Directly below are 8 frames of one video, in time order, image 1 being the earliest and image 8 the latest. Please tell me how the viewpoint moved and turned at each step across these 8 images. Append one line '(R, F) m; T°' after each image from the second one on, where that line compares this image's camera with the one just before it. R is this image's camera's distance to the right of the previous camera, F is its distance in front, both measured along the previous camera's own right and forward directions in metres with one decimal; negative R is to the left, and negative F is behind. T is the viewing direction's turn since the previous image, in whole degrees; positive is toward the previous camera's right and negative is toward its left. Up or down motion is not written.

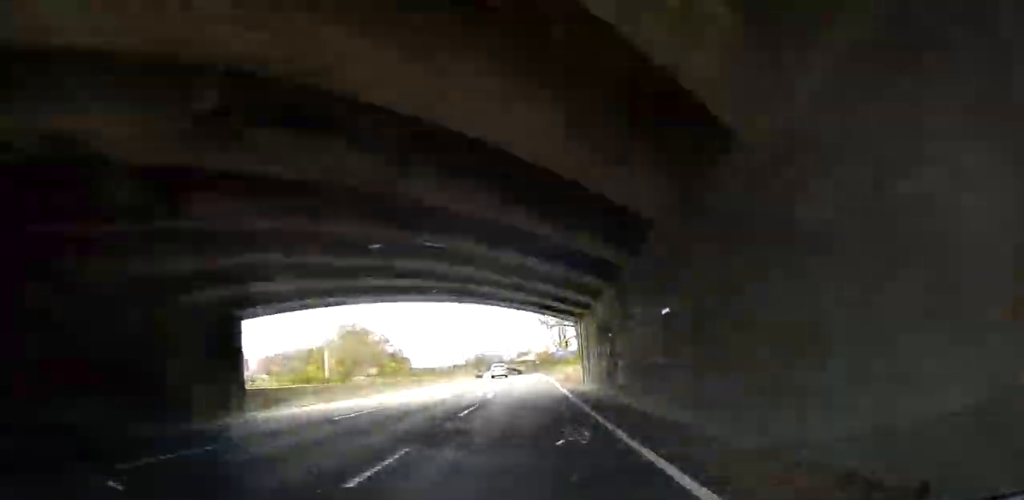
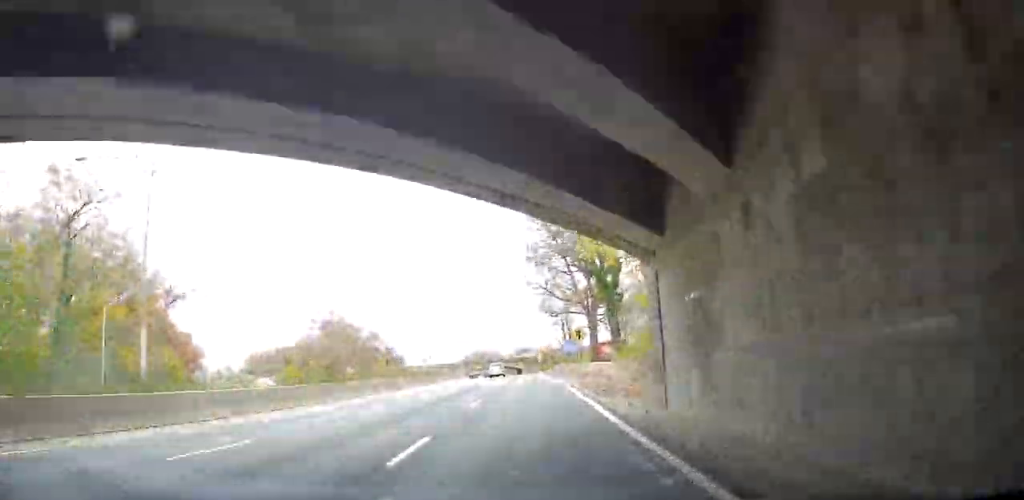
(-0.1, +18.9) m; 0°
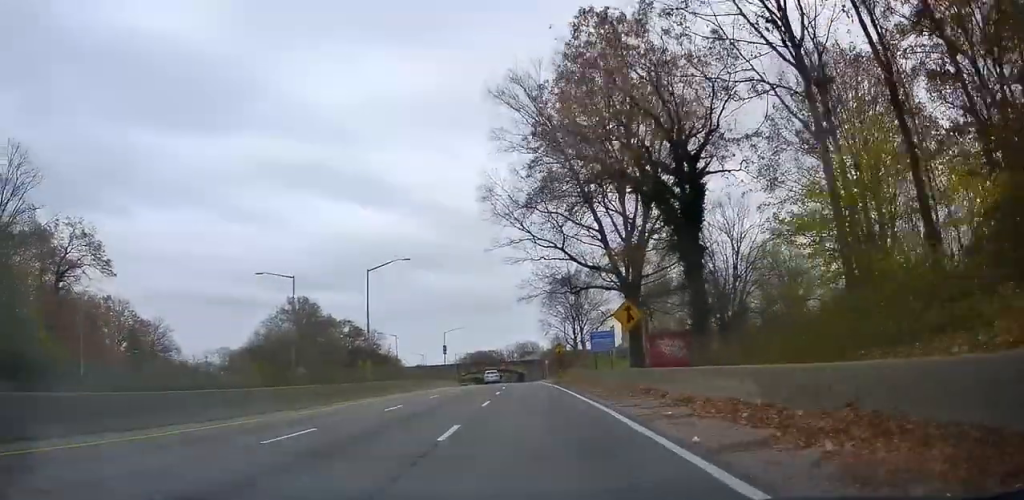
(+0.4, +27.3) m; +1°
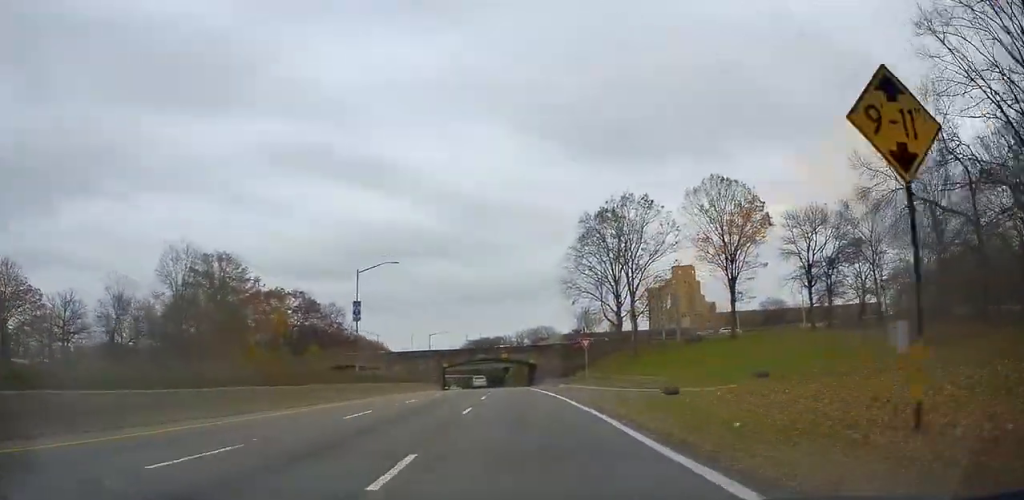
(-1.1, +53.7) m; -2°
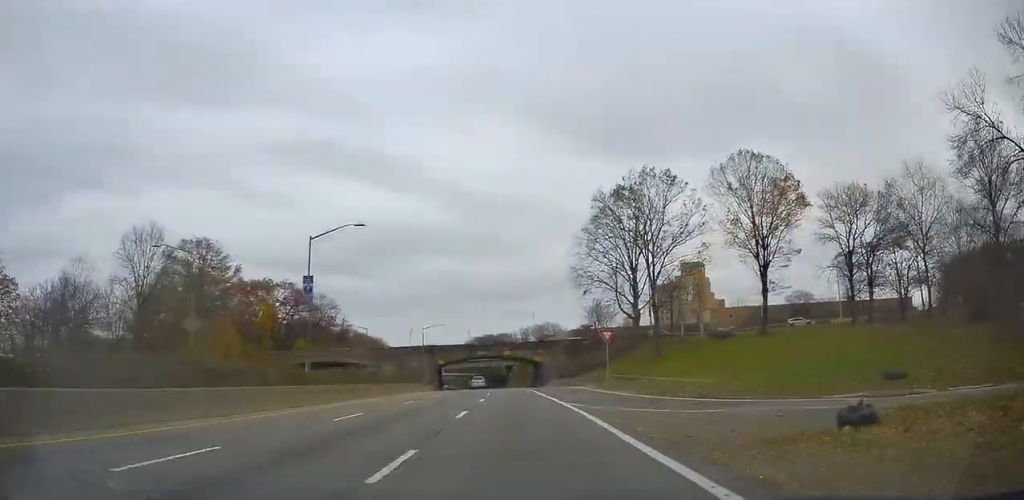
(+0.2, +10.4) m; -1°
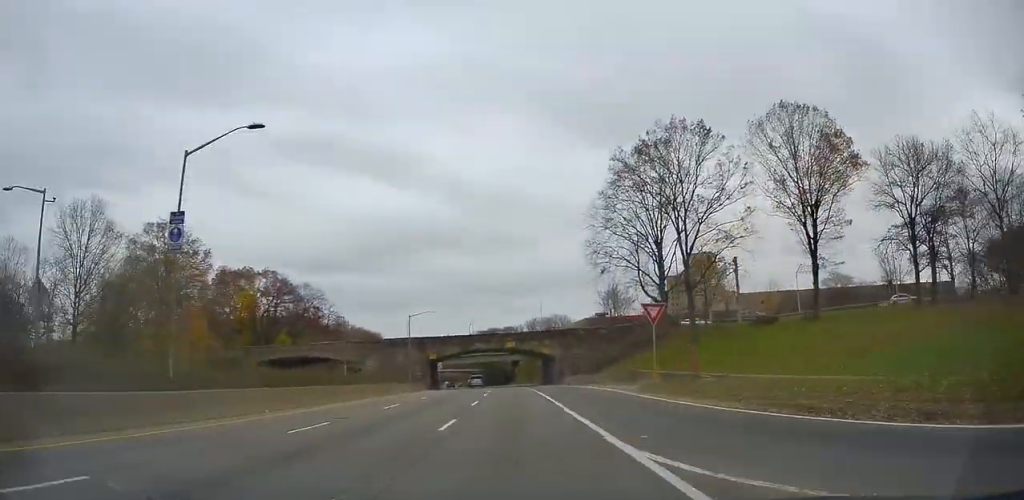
(+0.3, +13.0) m; -2°
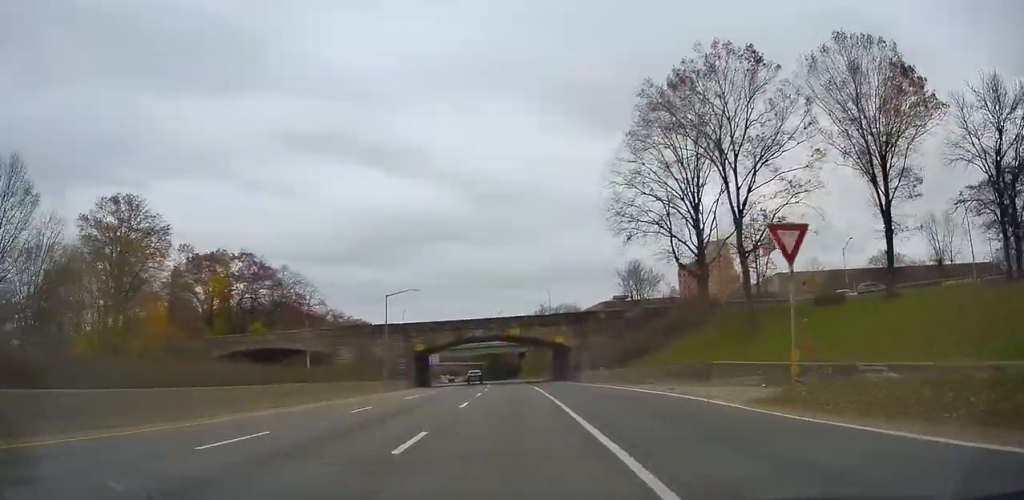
(-0.8, +13.8) m; -2°
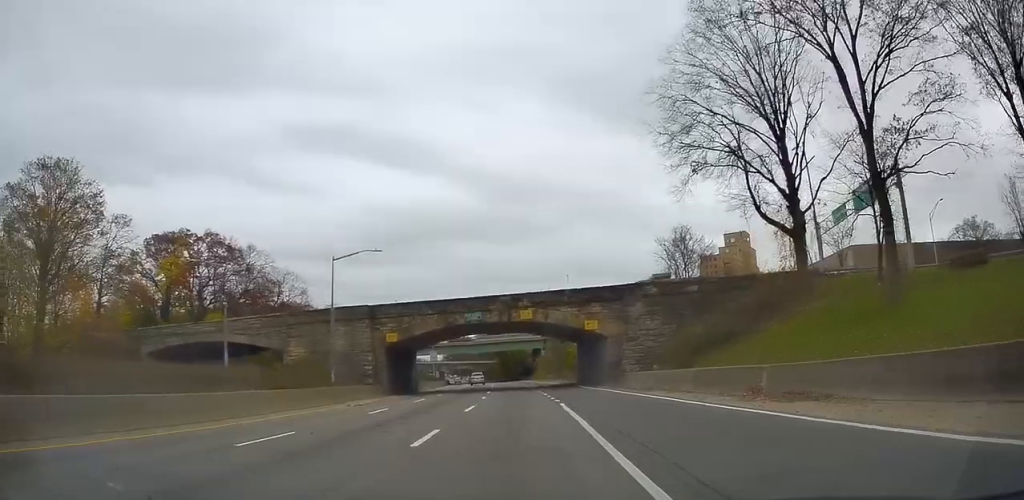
(-0.3, +18.1) m; -1°
